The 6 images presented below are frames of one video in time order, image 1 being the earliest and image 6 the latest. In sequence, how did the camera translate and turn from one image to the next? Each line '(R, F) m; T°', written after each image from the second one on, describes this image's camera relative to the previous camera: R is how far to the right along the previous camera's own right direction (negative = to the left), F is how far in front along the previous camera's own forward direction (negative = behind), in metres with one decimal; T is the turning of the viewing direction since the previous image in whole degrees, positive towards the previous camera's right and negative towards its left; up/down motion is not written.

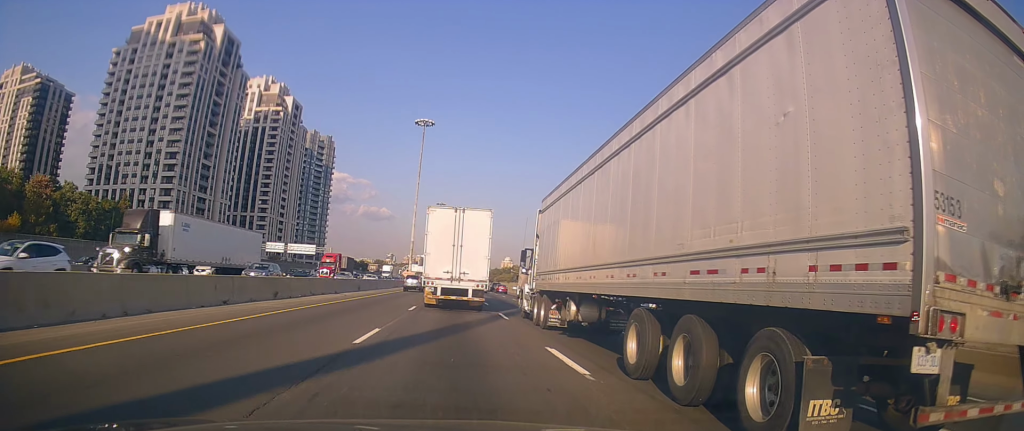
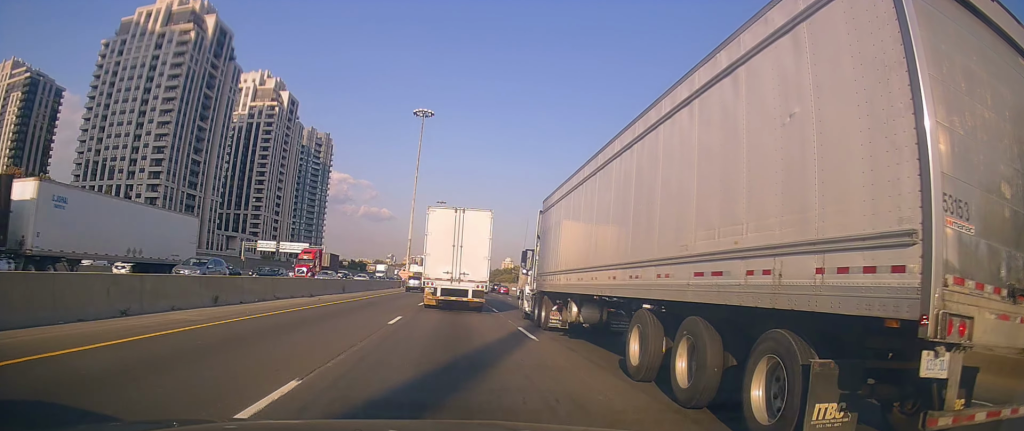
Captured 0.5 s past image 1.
(0.0, +7.0) m; 0°
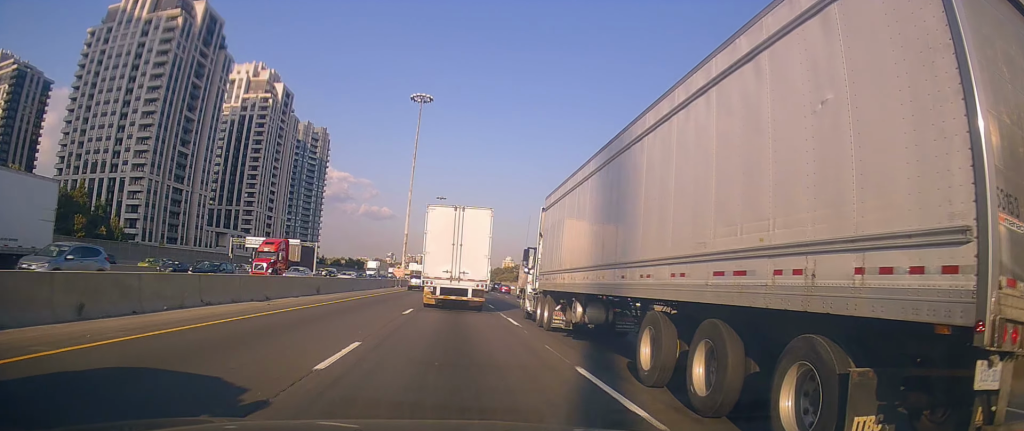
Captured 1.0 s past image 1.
(0.0, +8.0) m; 0°
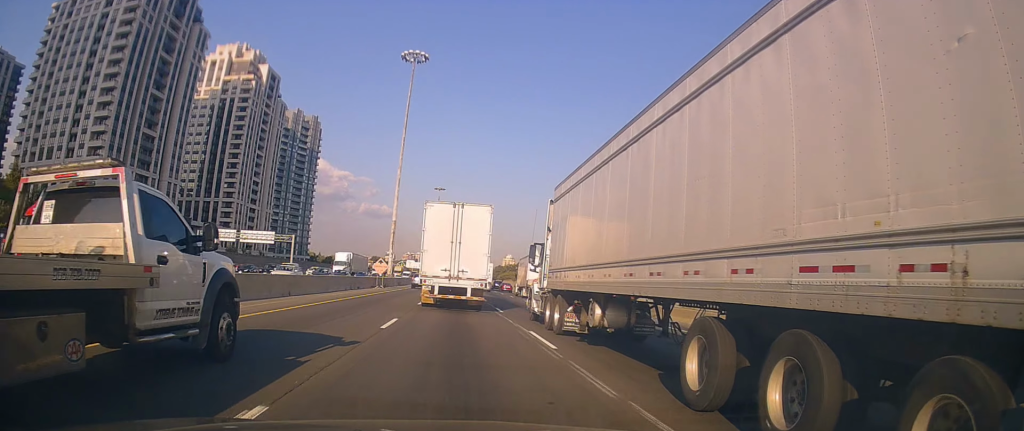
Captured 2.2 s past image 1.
(0.0, +18.0) m; +1°
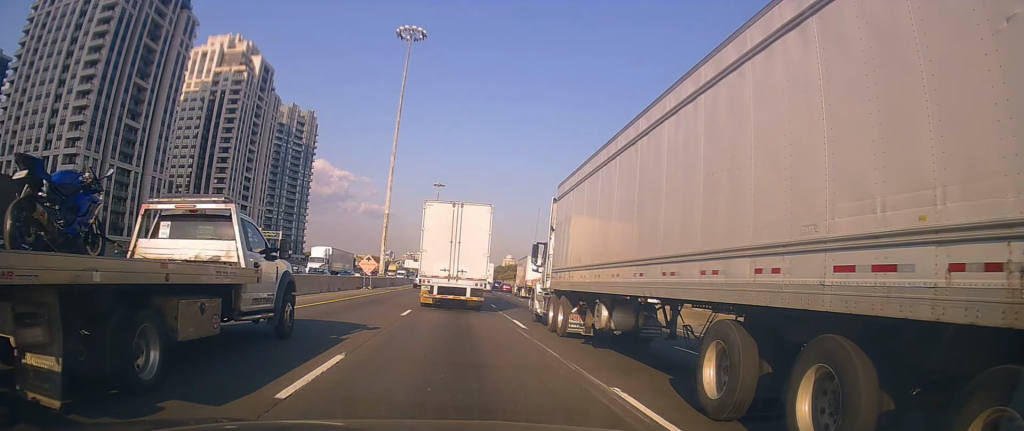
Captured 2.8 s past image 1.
(+0.1, +8.0) m; 0°
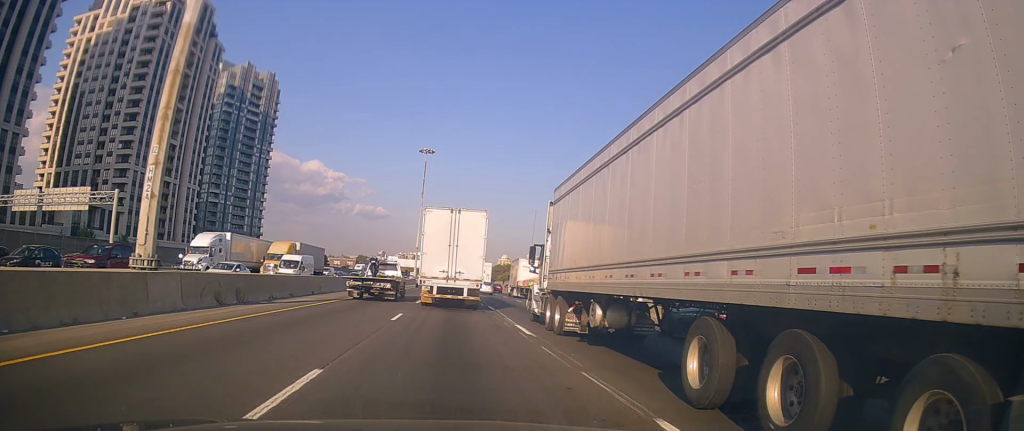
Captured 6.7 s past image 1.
(0.0, +50.7) m; +1°
